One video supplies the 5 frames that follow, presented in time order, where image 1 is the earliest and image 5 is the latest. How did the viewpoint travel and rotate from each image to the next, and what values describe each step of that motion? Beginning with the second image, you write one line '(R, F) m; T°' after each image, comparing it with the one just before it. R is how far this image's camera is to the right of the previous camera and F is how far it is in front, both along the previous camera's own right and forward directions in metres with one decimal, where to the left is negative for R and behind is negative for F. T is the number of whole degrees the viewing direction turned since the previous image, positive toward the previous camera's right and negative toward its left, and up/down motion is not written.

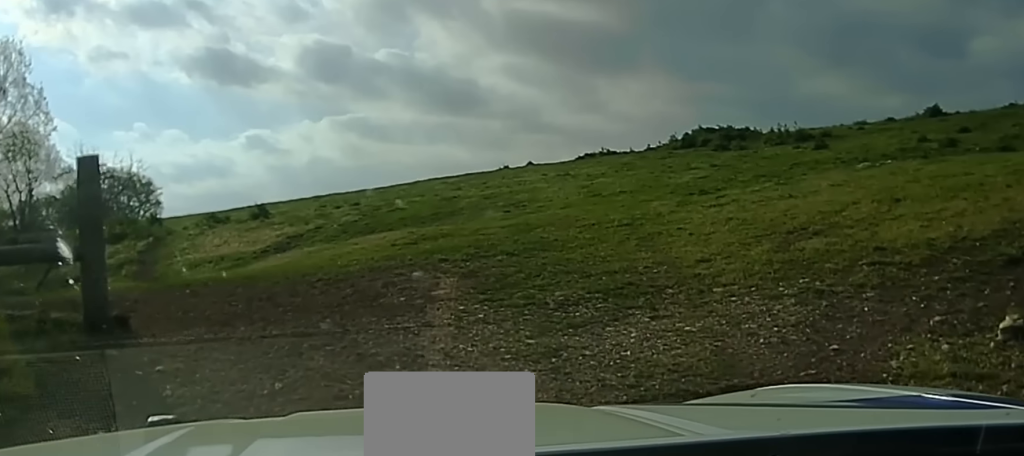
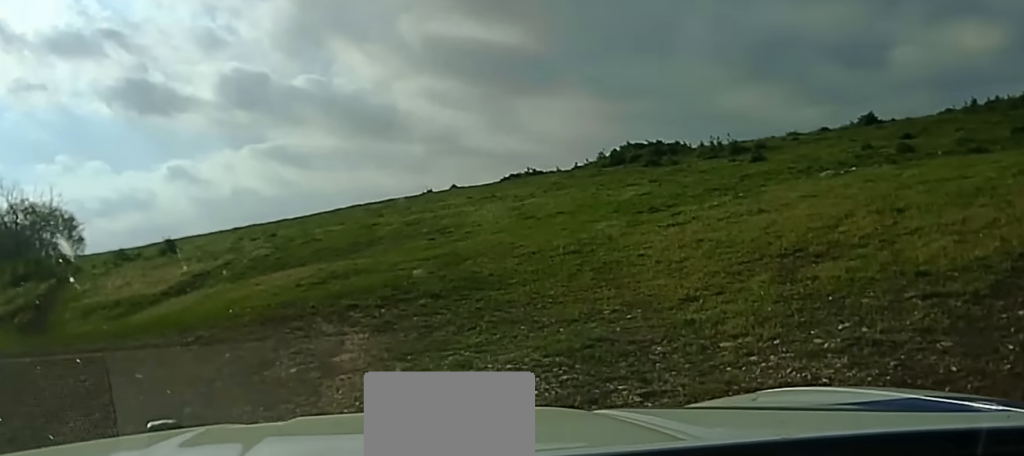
(0.0, +2.3) m; -5°
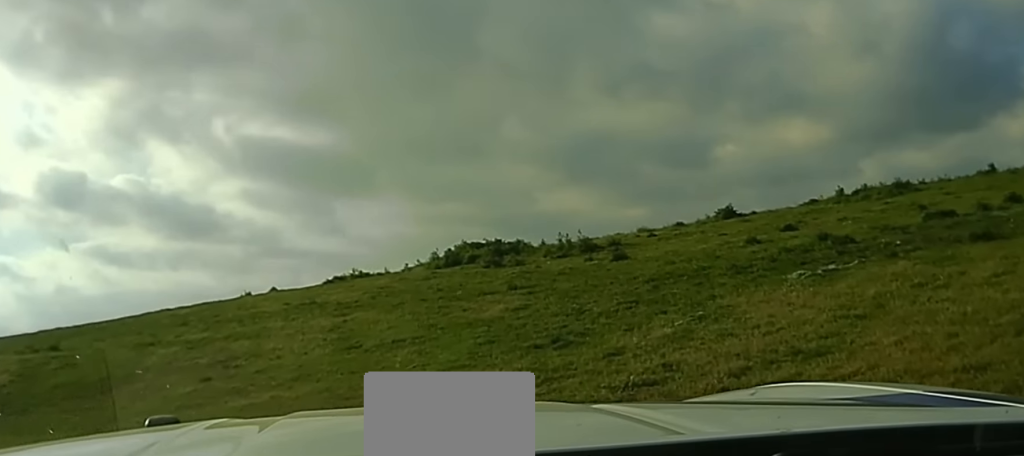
(+1.1, +6.9) m; +27°
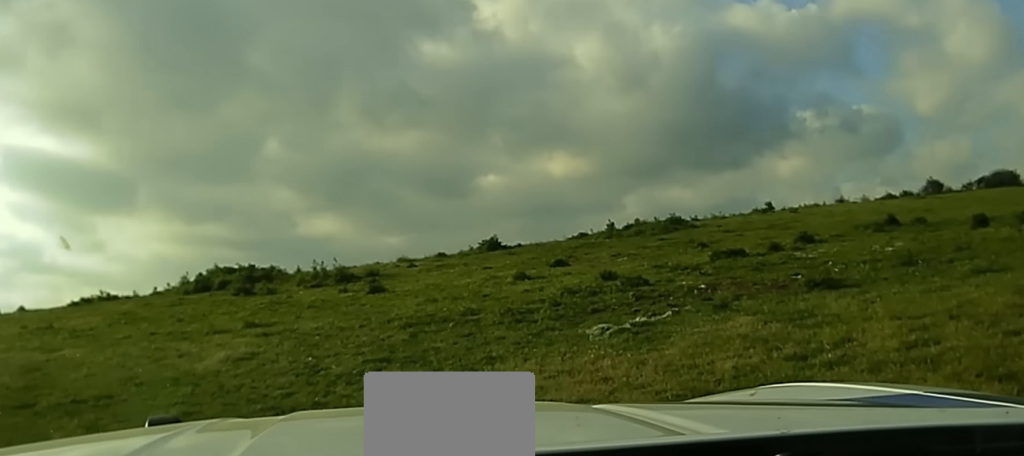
(-0.2, +3.1) m; 0°
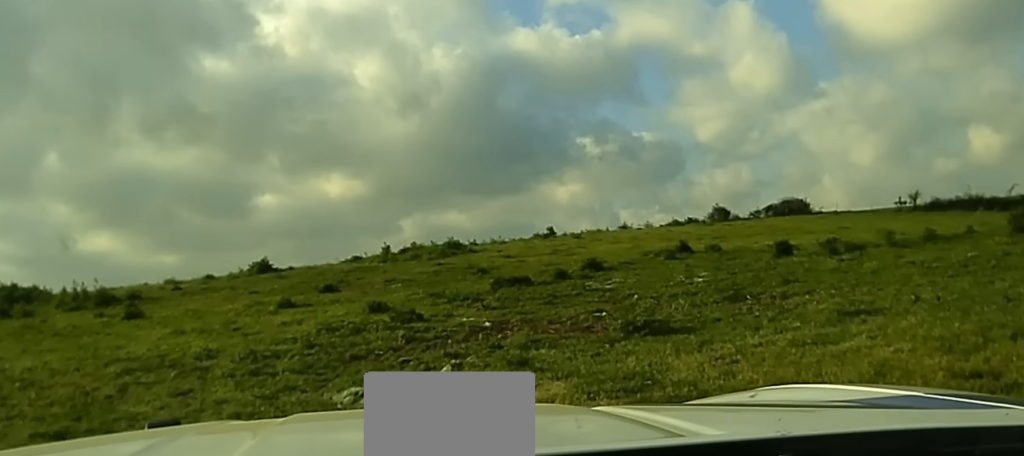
(+0.2, +2.4) m; +9°
